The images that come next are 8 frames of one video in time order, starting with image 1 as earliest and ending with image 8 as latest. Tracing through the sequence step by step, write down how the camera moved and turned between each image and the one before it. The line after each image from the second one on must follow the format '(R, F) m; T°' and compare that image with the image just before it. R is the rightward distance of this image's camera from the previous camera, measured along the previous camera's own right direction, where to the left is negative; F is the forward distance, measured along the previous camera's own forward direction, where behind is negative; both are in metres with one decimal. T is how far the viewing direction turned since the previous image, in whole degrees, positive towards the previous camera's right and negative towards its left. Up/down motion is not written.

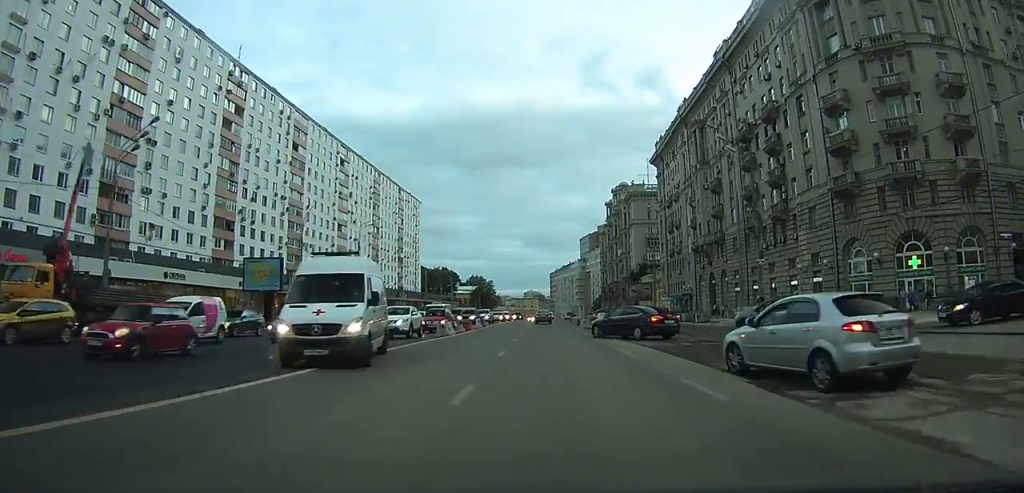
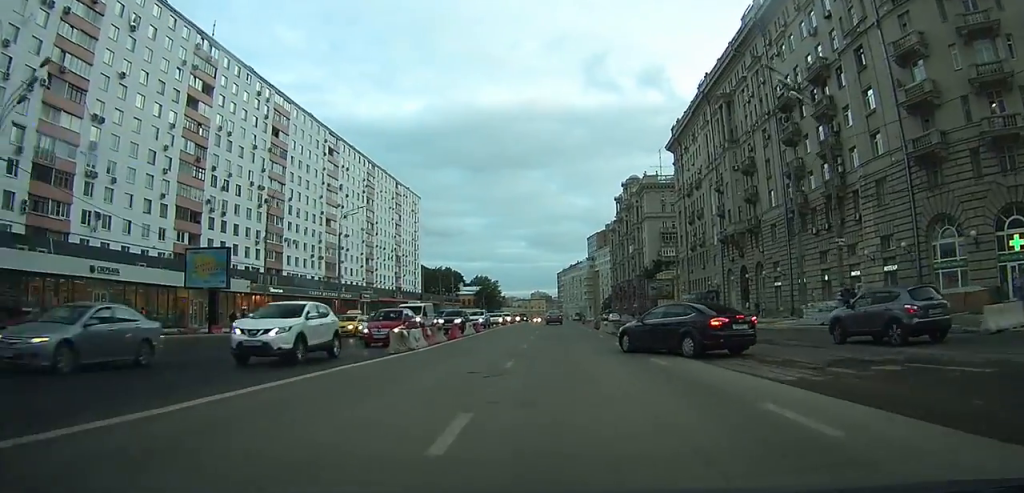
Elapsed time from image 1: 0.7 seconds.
(-0.1, +11.1) m; -1°
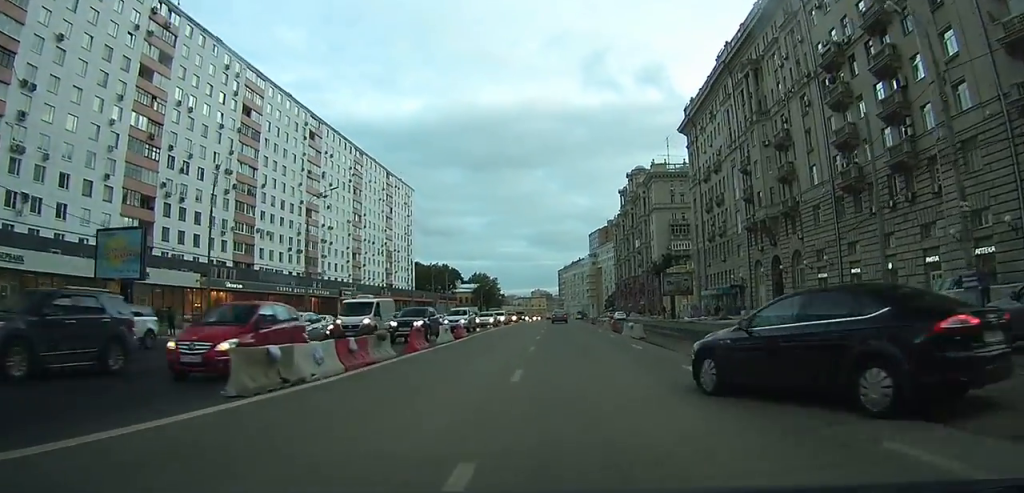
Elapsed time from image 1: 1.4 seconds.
(-0.1, +10.6) m; 0°
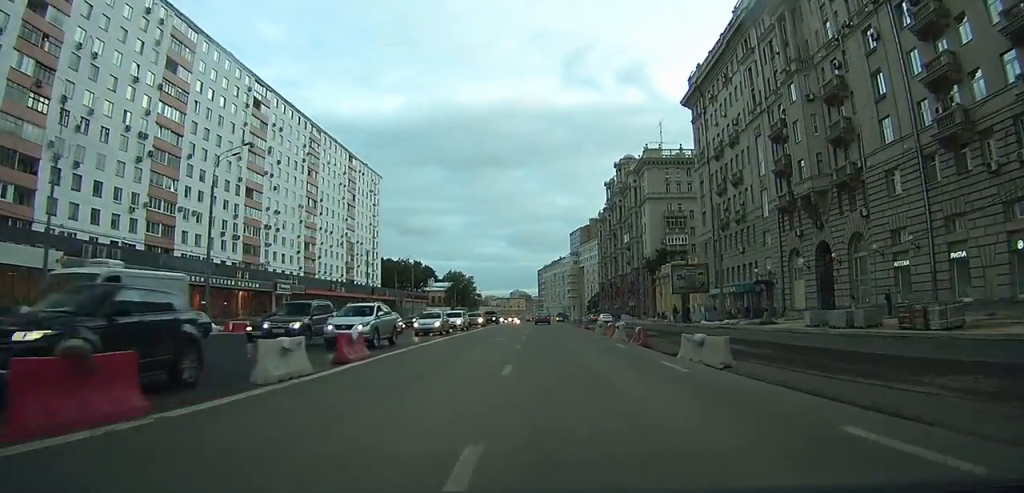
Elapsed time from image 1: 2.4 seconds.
(+0.1, +15.8) m; +1°
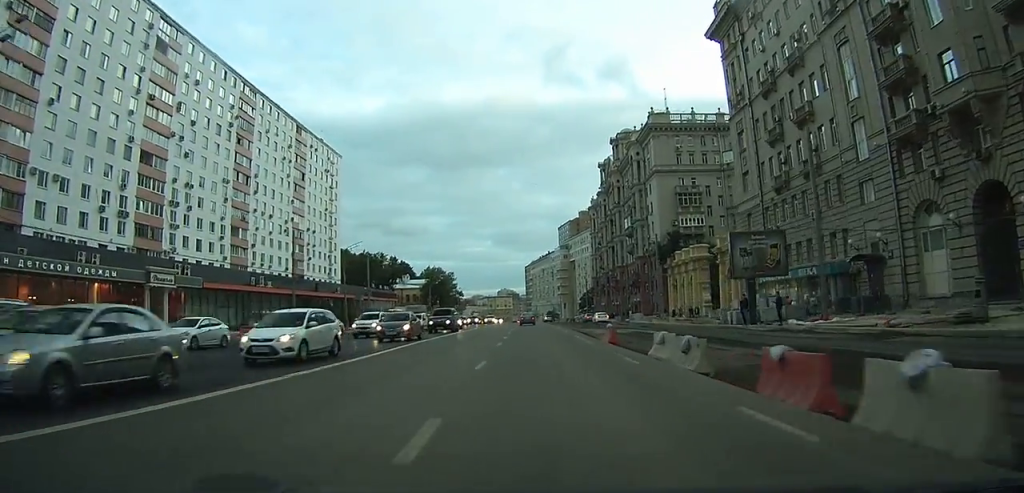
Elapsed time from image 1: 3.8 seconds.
(+0.4, +22.8) m; +1°
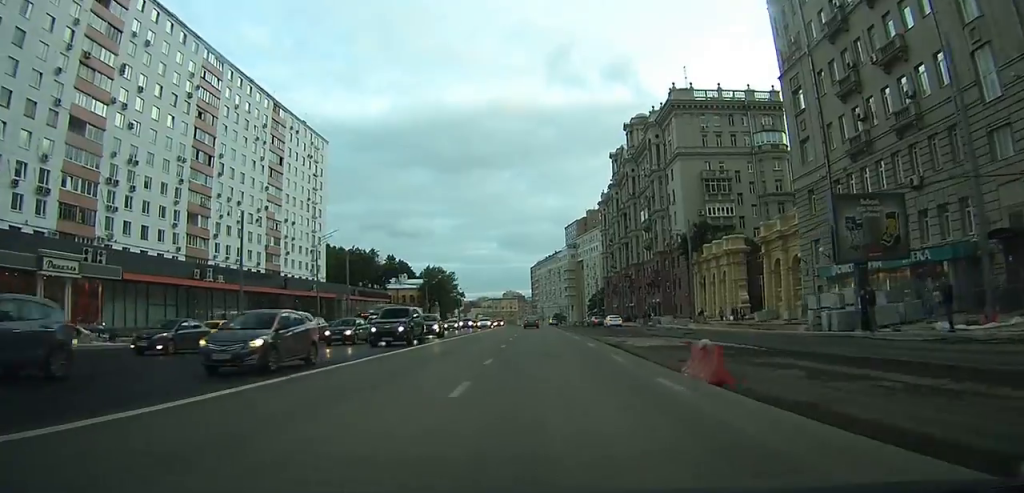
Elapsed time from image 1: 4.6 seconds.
(0.0, +13.3) m; 0°
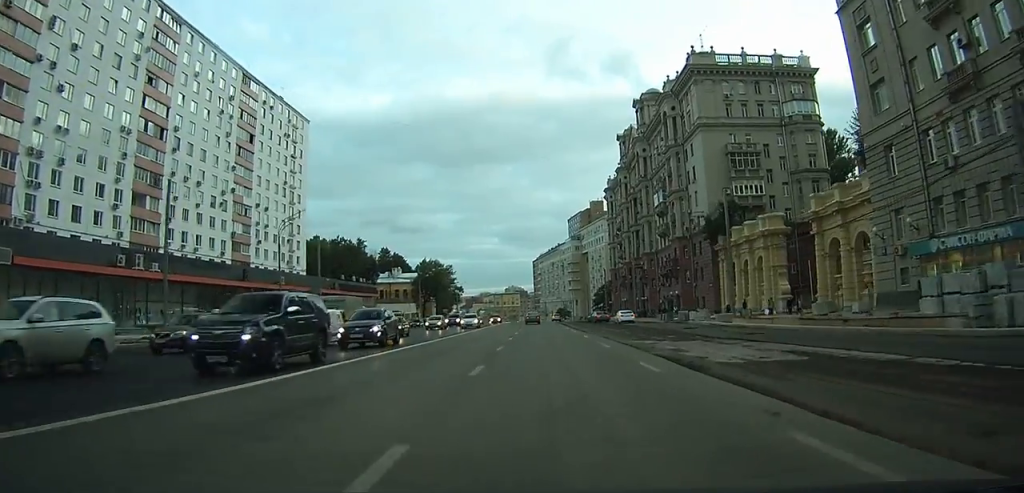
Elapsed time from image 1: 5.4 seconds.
(0.0, +11.8) m; 0°
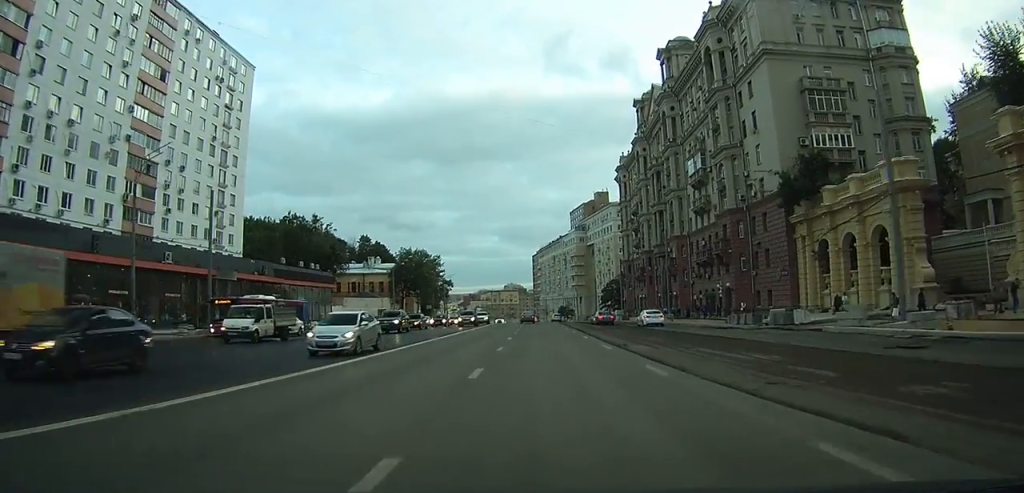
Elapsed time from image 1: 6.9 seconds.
(-0.1, +24.6) m; -1°
